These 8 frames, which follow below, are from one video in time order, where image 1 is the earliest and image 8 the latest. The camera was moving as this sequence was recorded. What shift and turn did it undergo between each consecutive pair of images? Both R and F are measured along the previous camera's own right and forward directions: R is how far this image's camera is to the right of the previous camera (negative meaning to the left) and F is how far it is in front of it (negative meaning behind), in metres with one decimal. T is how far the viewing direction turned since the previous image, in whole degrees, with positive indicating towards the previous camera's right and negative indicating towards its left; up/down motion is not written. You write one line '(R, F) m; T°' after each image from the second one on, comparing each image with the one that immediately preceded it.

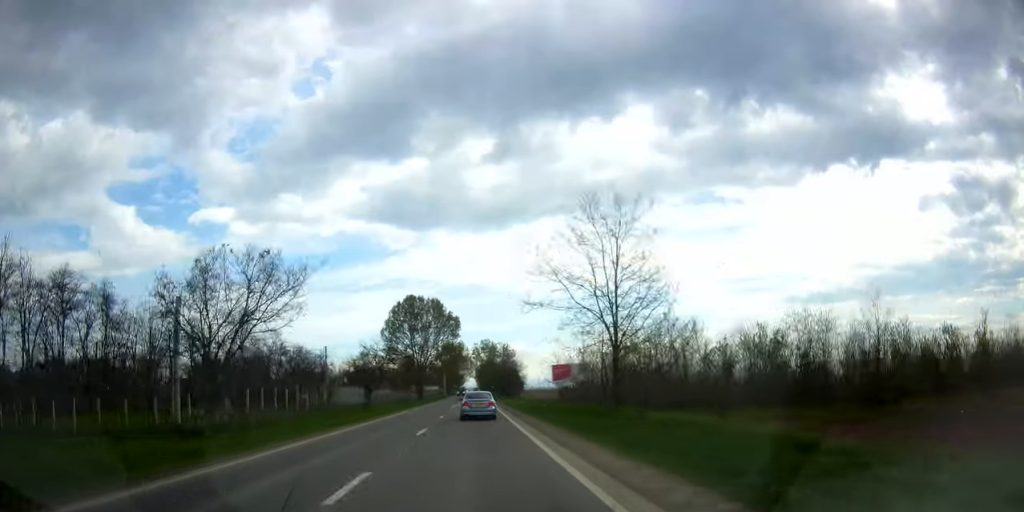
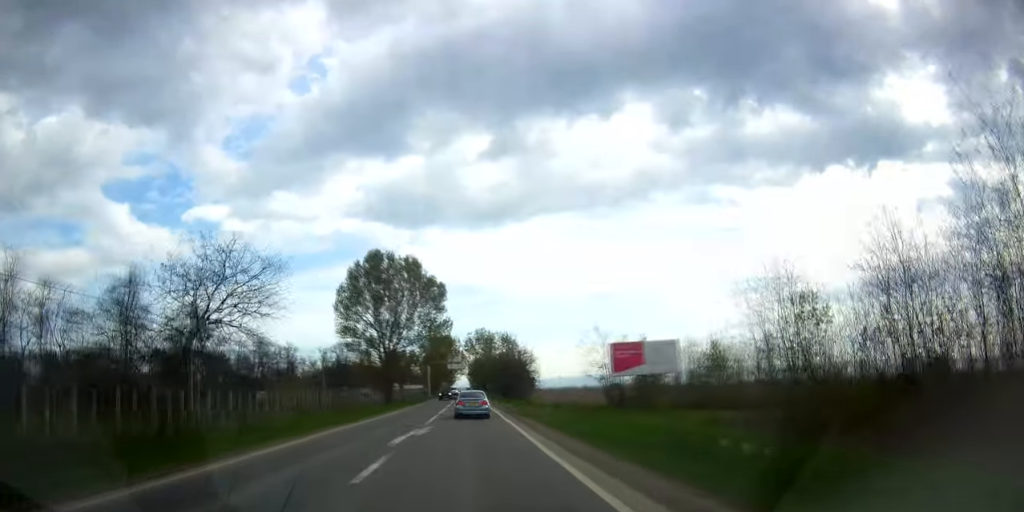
(-0.4, +35.6) m; 0°
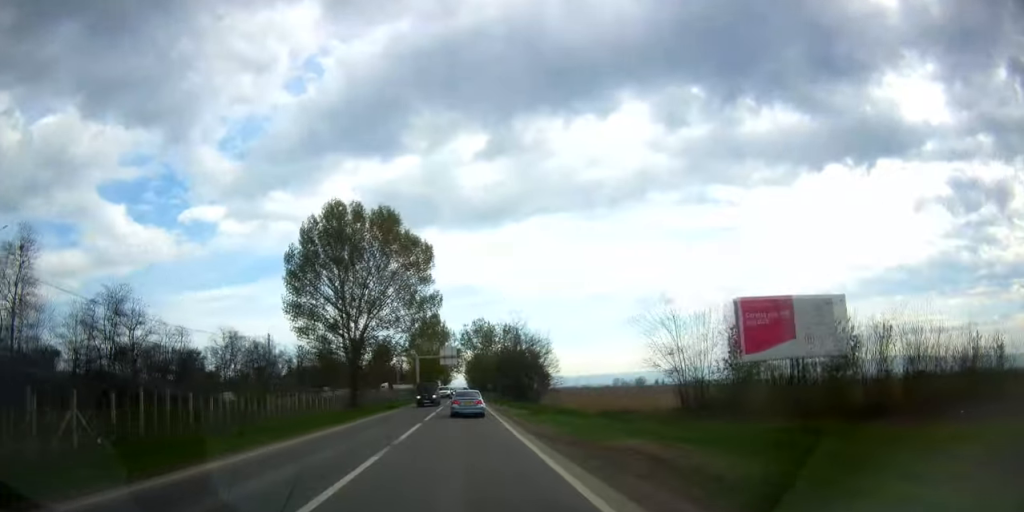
(0.0, +21.7) m; 0°
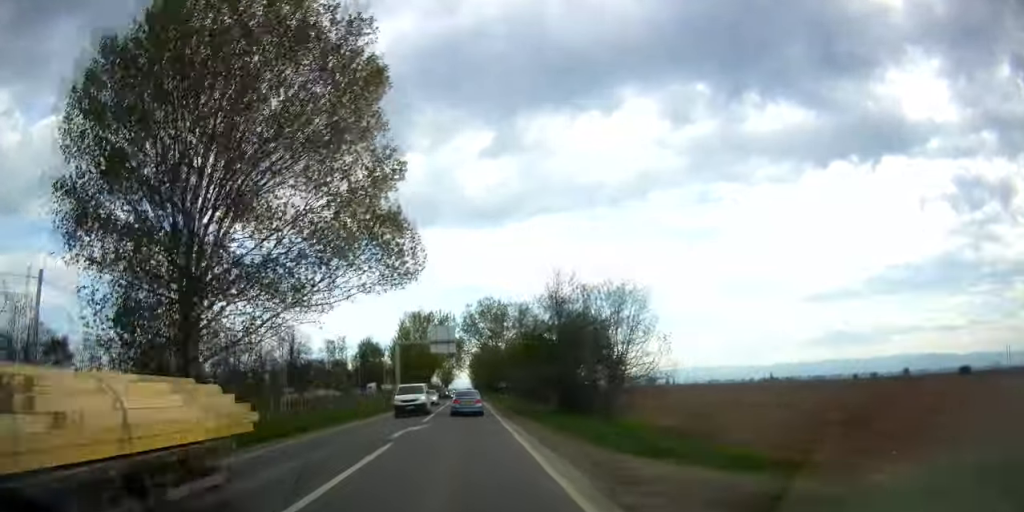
(+0.4, +36.3) m; +2°
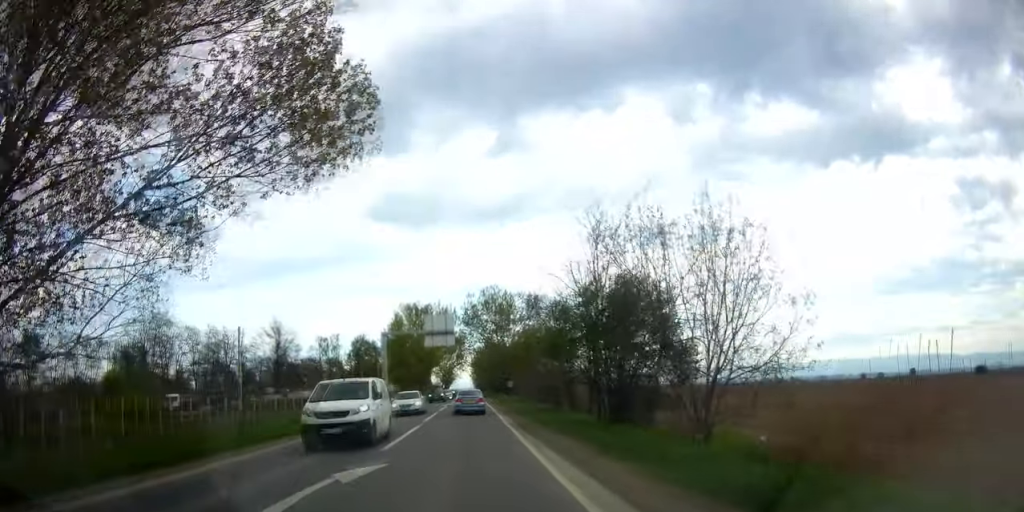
(+0.2, +12.7) m; 0°
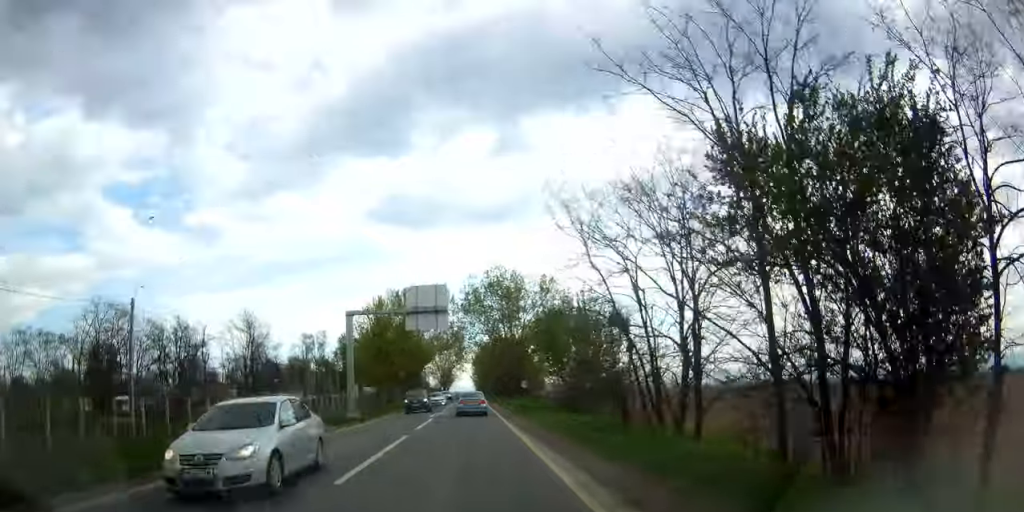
(0.0, +18.5) m; -1°
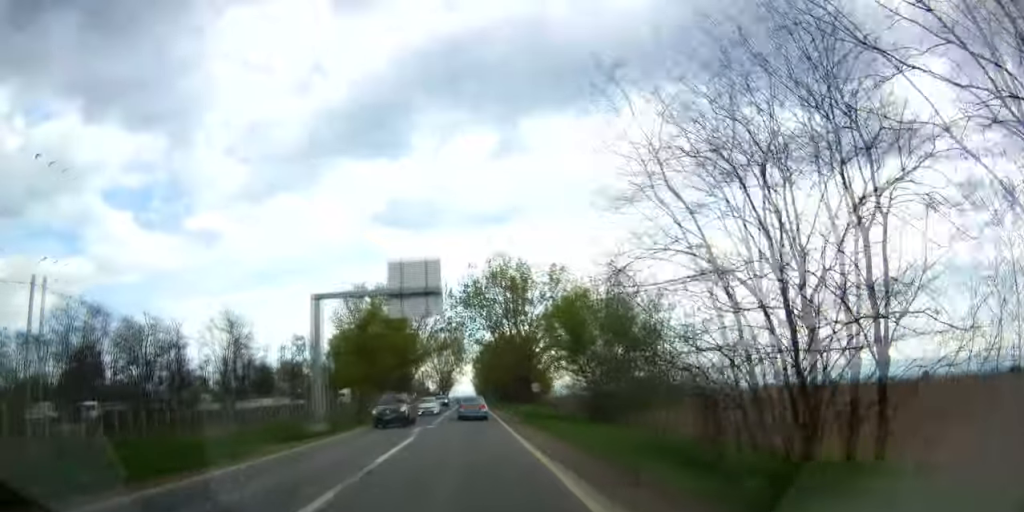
(0.0, +9.7) m; -1°
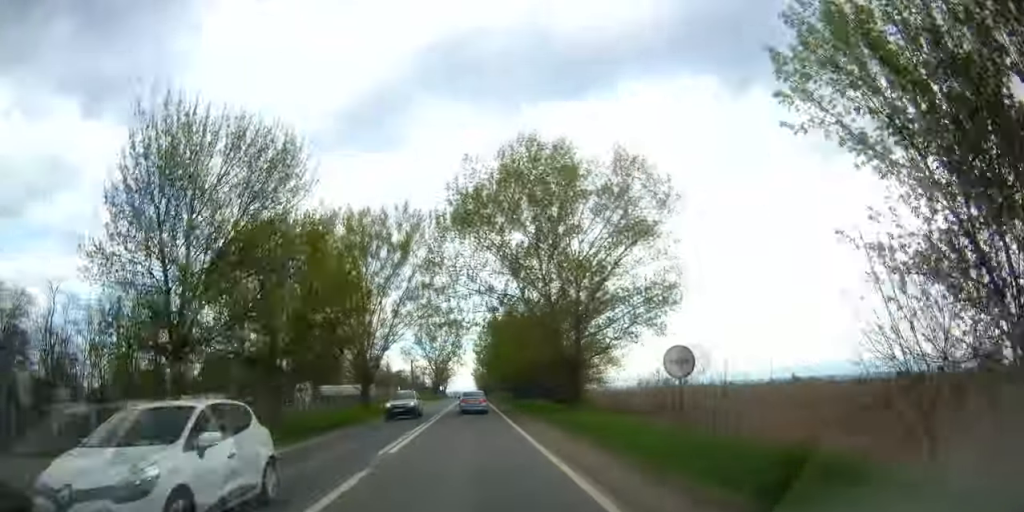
(-0.7, +32.5) m; -1°
